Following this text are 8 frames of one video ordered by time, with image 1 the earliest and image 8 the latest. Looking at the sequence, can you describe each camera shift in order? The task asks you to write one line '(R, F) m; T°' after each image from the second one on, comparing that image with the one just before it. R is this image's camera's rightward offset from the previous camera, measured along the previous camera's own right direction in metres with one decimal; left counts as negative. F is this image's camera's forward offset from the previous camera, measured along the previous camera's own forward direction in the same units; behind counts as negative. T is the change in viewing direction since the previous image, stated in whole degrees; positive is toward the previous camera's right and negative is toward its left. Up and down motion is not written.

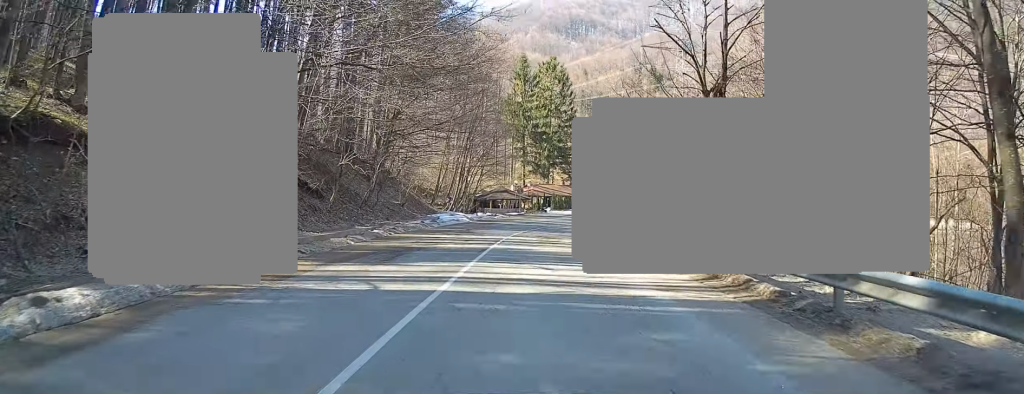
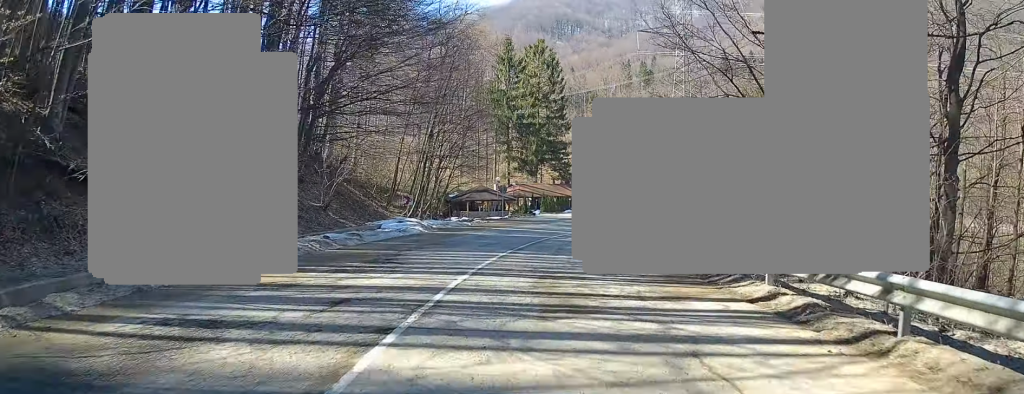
(+0.1, +13.2) m; +2°
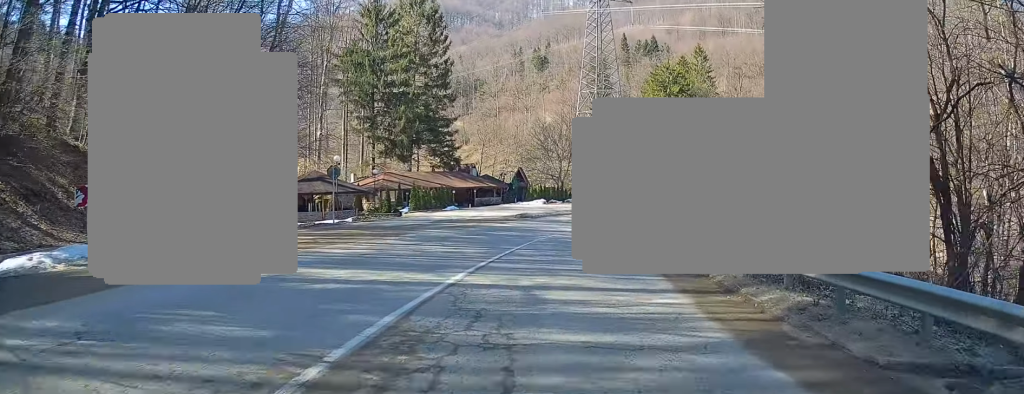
(+2.0, +23.0) m; +12°
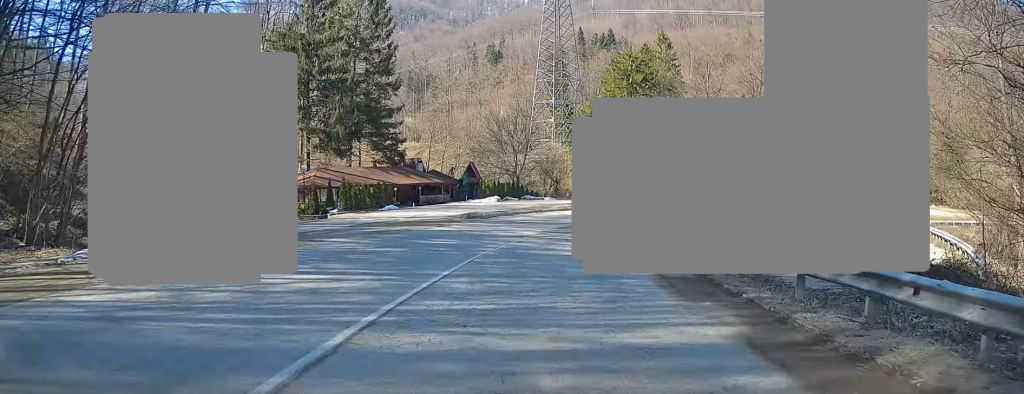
(+0.4, +7.5) m; +4°
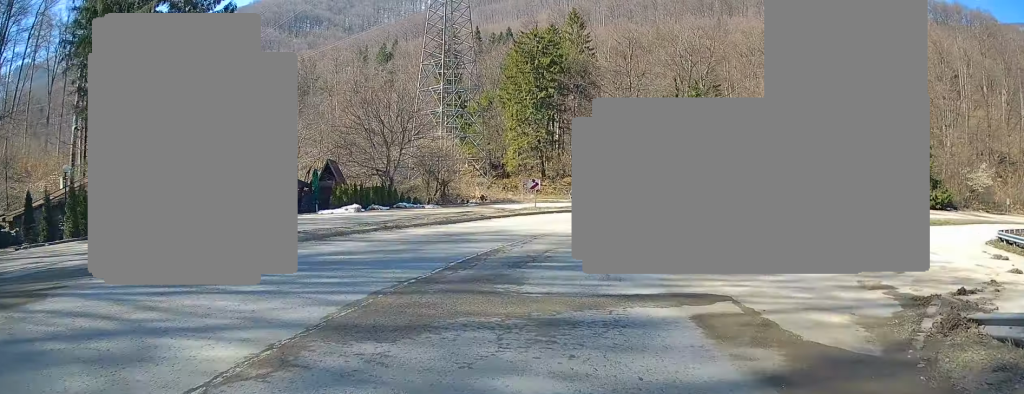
(+1.2, +18.4) m; +10°
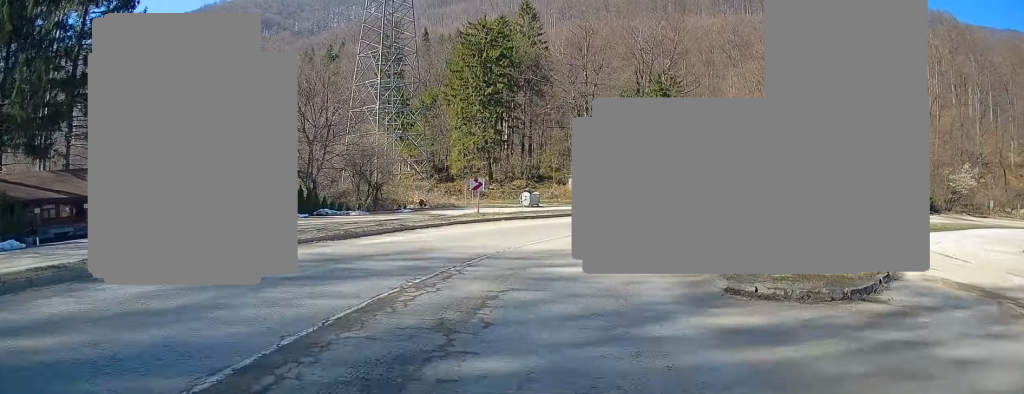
(+0.3, +7.5) m; +6°
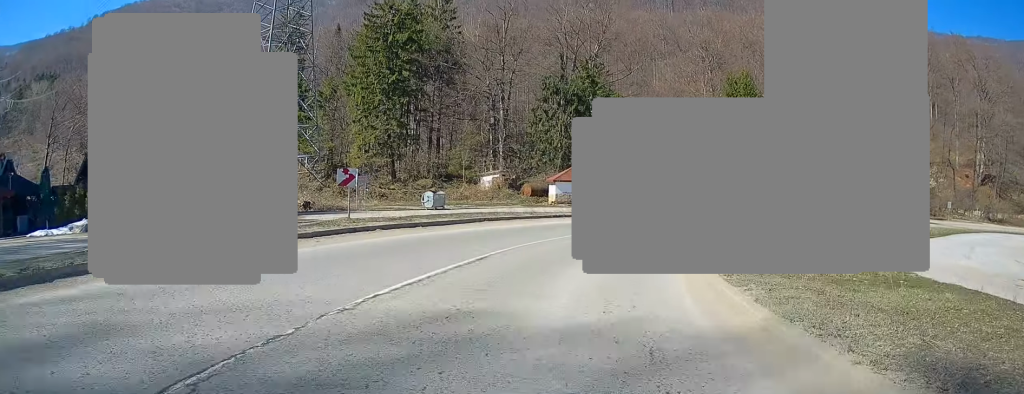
(+0.7, +9.3) m; +9°
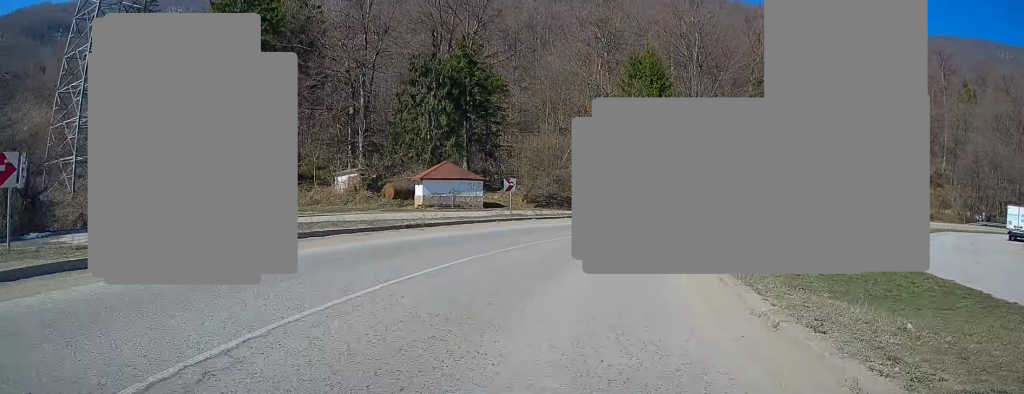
(+0.9, +11.0) m; +12°
